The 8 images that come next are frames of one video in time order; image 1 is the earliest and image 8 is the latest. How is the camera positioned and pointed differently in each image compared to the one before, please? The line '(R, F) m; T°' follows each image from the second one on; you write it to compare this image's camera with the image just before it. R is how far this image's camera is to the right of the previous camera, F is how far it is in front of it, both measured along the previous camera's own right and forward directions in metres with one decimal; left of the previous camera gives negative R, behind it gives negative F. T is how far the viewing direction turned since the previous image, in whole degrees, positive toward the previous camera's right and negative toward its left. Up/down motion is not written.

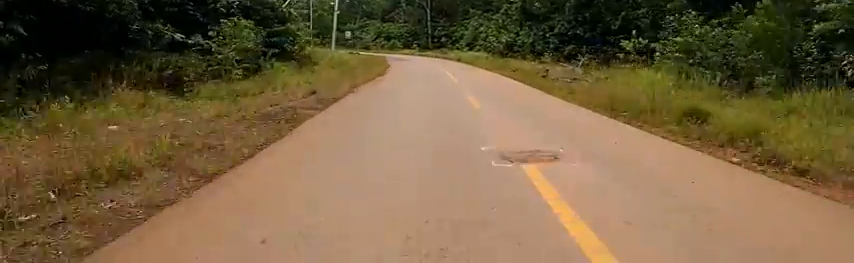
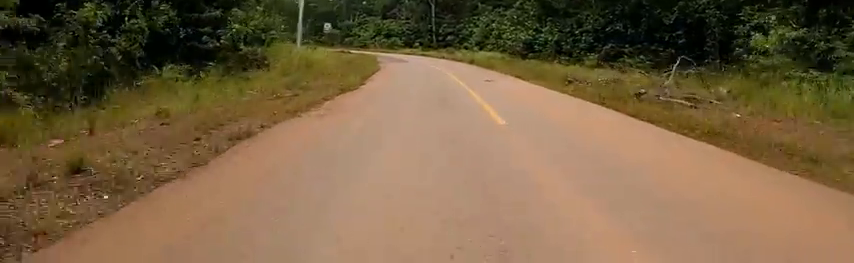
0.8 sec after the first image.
(-0.2, +10.5) m; -1°
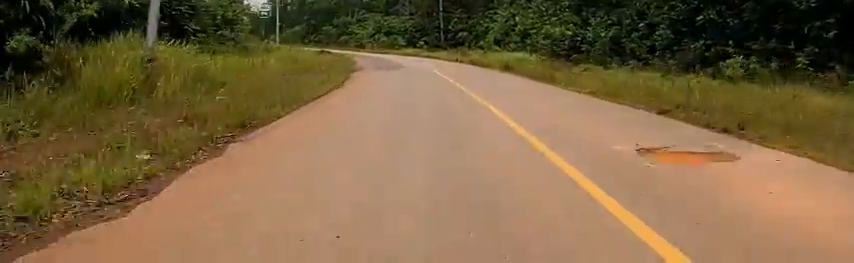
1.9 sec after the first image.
(-0.1, +14.0) m; -5°
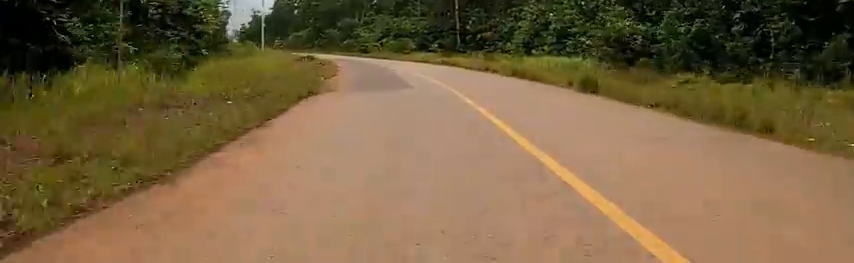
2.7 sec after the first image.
(-0.8, +10.5) m; -5°
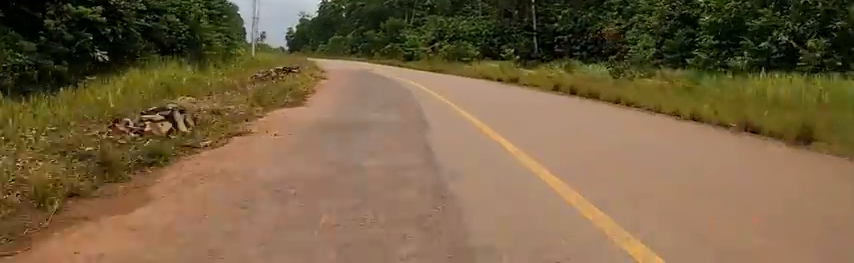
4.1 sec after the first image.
(-0.9, +16.6) m; -9°
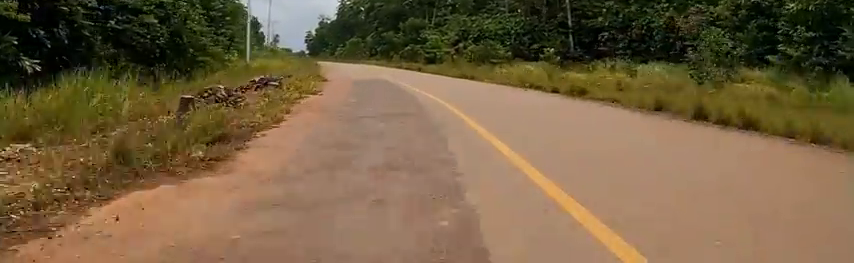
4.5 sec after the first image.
(-0.2, +5.4) m; -4°
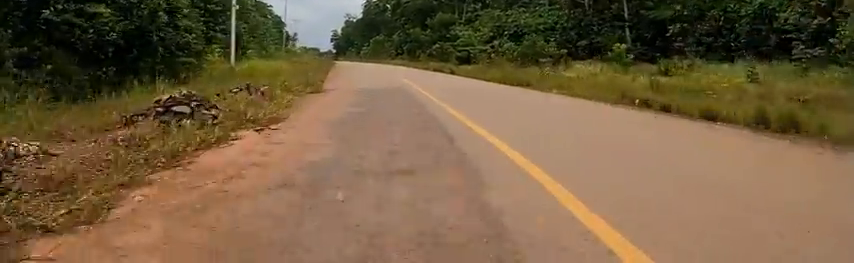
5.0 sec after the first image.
(-0.3, +6.7) m; -2°
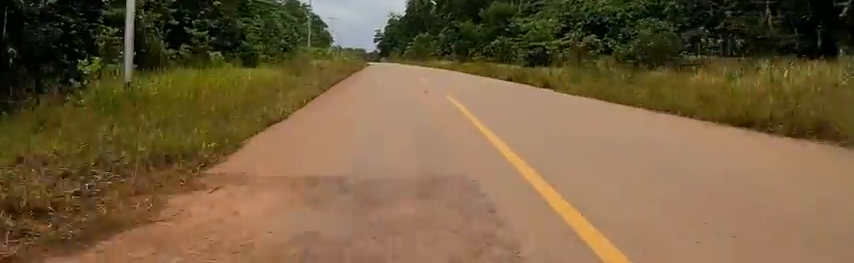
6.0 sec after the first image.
(-0.4, +11.8) m; -1°
